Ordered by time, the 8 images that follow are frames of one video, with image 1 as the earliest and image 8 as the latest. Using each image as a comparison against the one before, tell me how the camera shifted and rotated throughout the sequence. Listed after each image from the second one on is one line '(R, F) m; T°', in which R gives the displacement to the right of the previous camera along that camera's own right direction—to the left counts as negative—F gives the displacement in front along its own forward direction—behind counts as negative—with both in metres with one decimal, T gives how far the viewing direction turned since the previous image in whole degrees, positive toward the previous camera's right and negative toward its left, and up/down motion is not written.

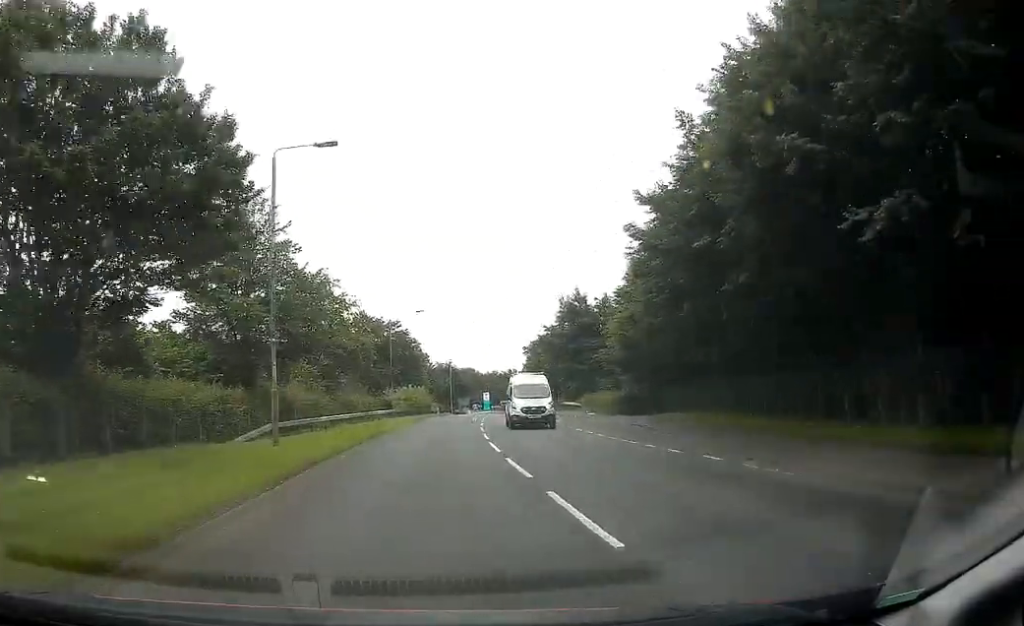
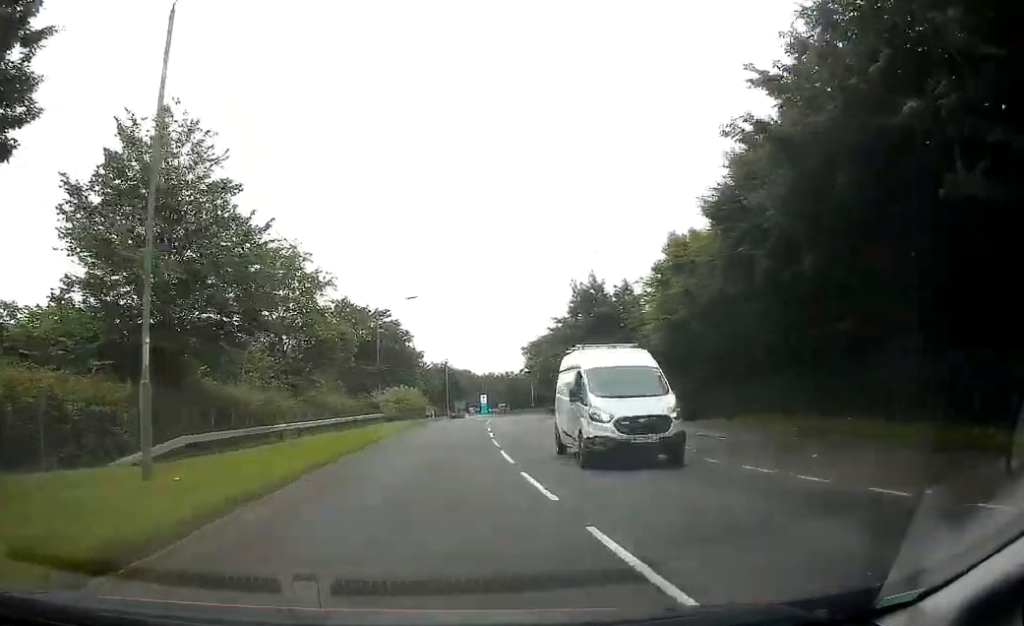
(0.0, +8.3) m; +1°
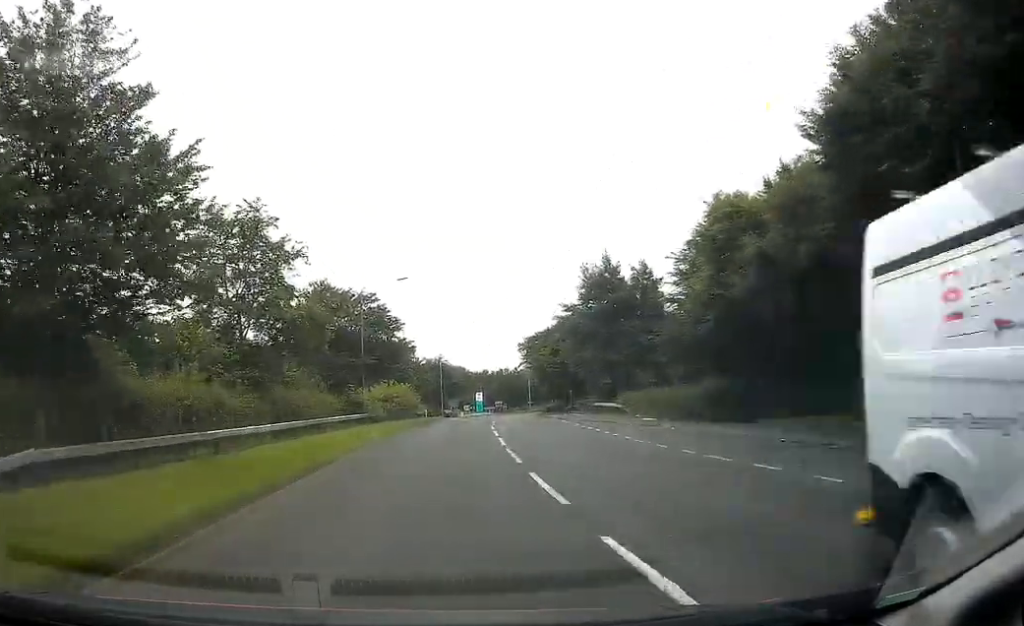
(0.0, +6.4) m; +1°
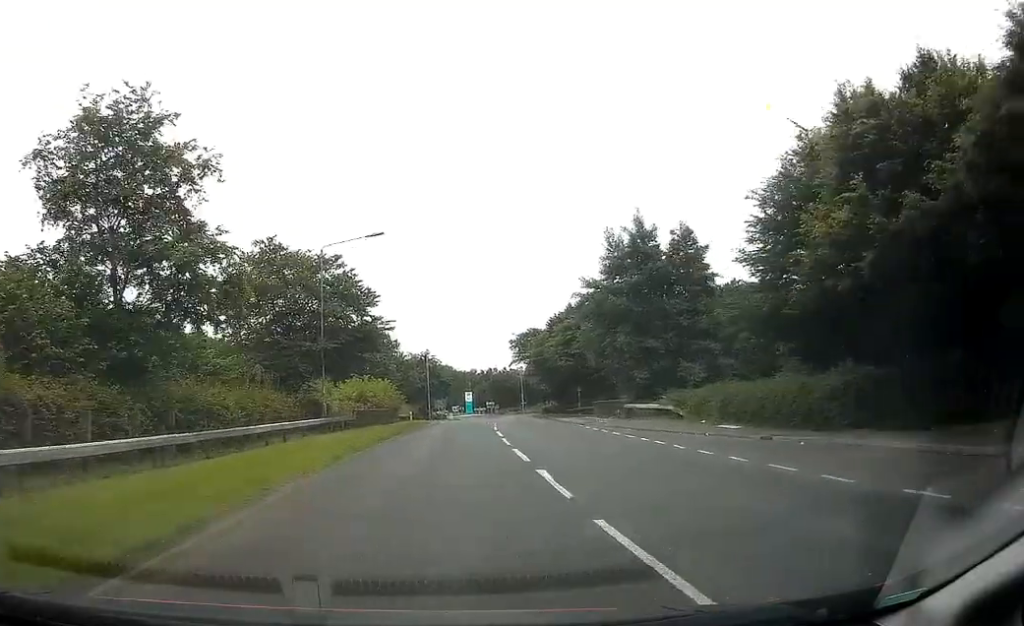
(+0.1, +10.6) m; +1°
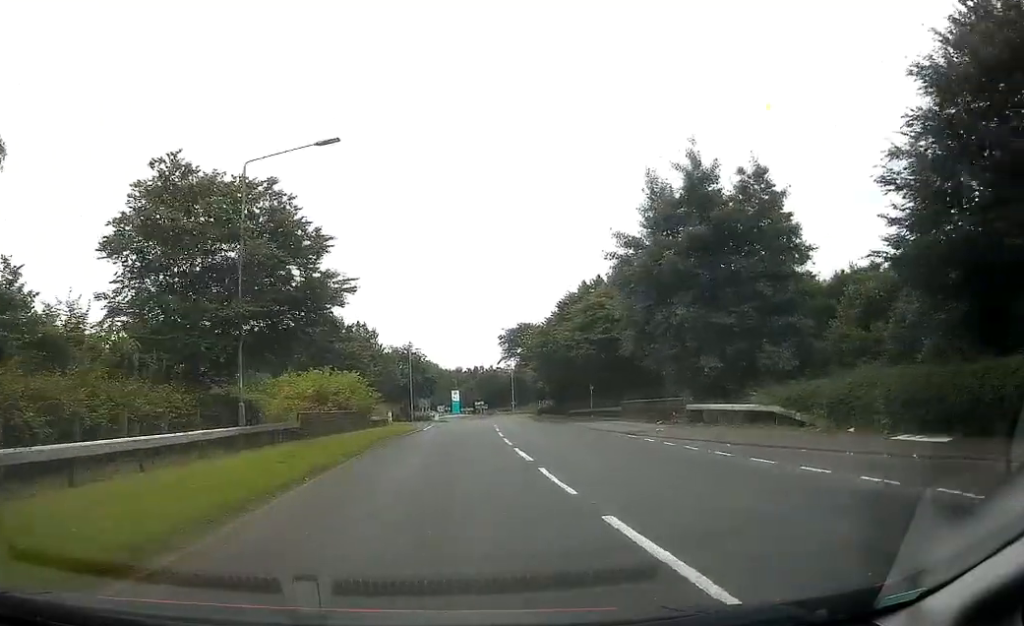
(+0.1, +10.5) m; +1°
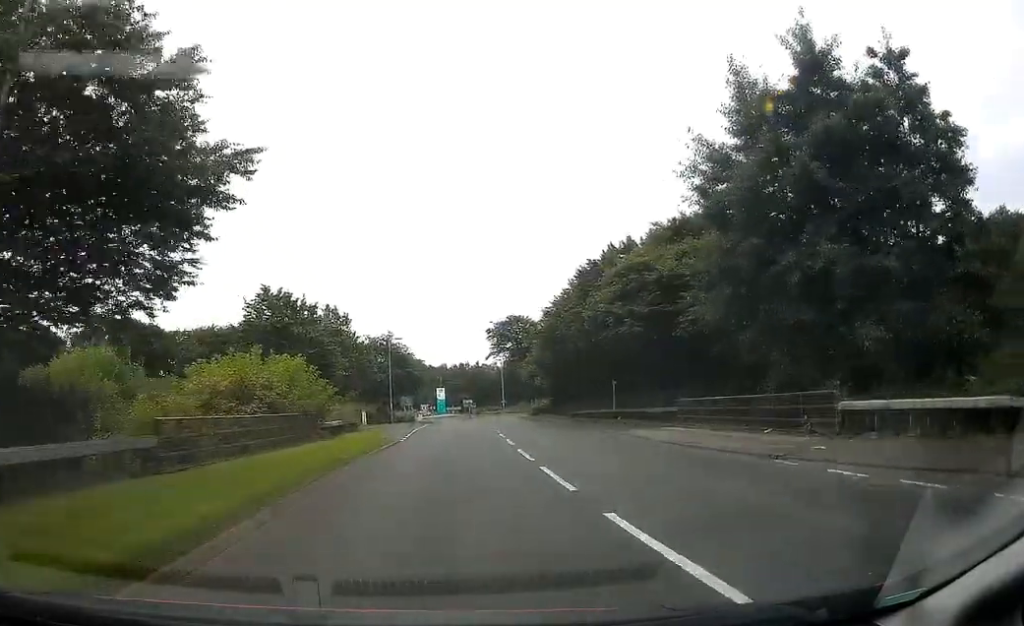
(+0.2, +11.1) m; +1°
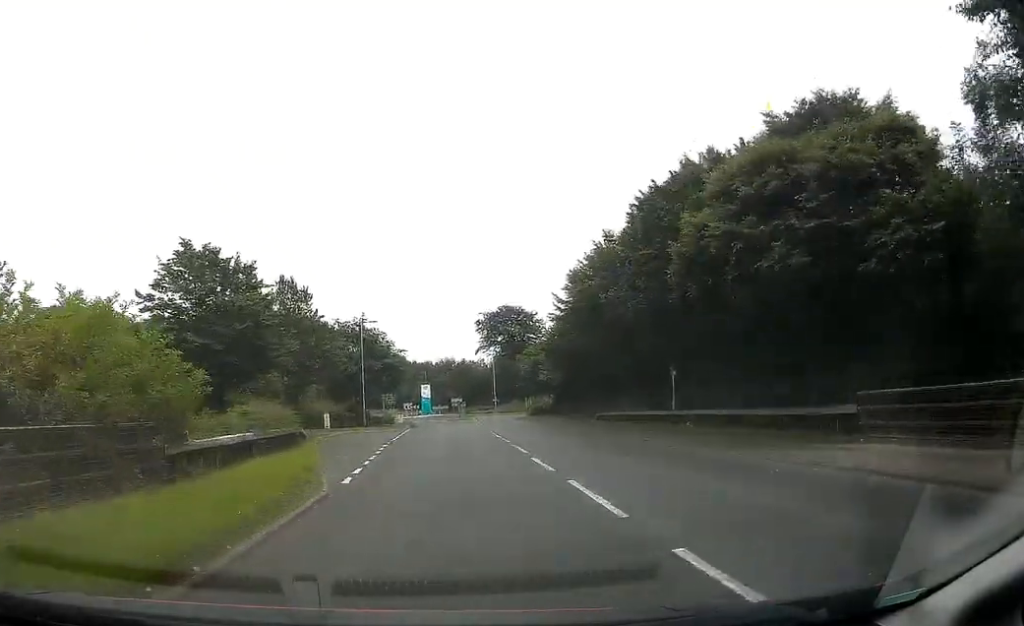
(+0.1, +13.3) m; +1°
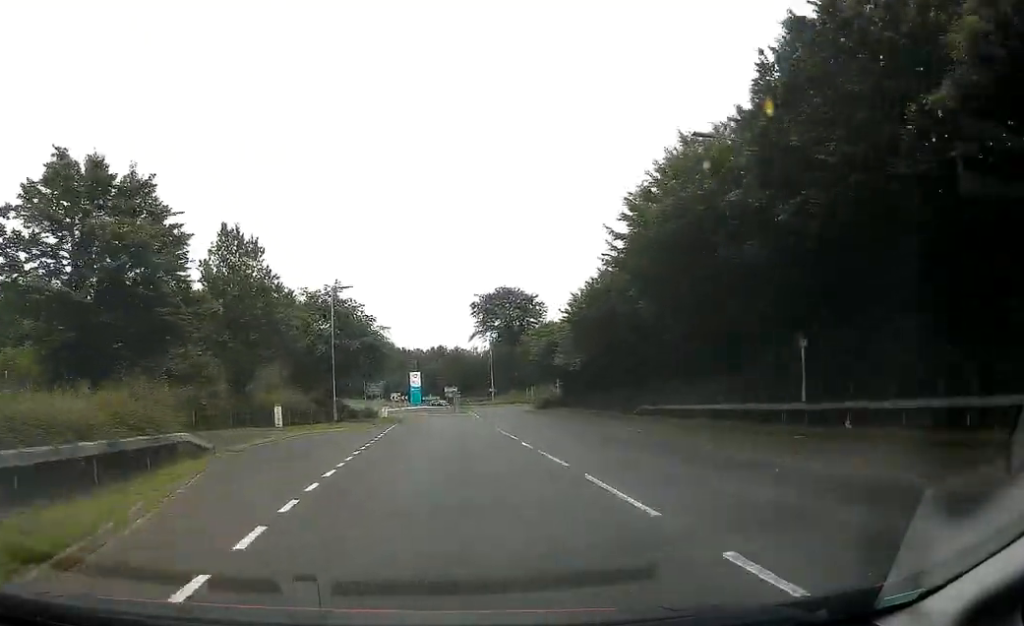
(+0.1, +11.6) m; +1°
